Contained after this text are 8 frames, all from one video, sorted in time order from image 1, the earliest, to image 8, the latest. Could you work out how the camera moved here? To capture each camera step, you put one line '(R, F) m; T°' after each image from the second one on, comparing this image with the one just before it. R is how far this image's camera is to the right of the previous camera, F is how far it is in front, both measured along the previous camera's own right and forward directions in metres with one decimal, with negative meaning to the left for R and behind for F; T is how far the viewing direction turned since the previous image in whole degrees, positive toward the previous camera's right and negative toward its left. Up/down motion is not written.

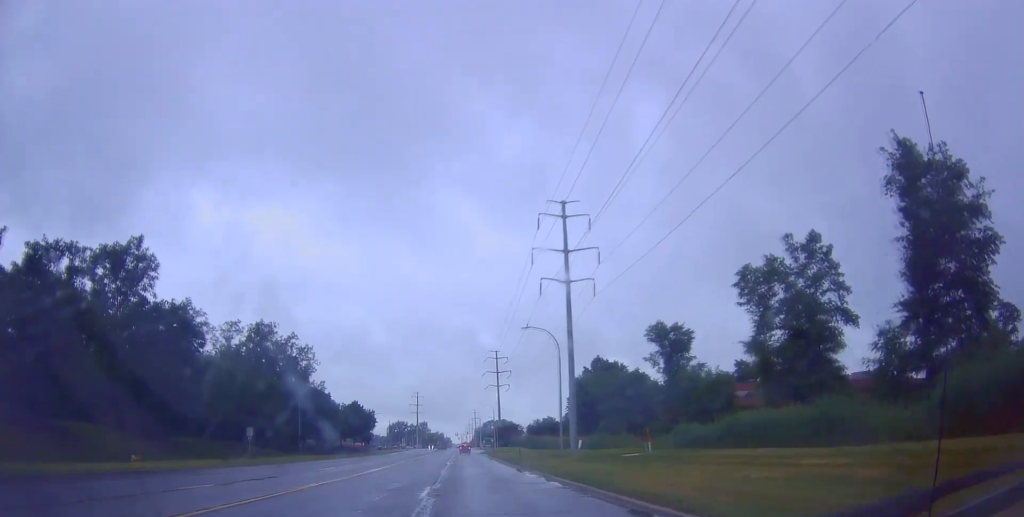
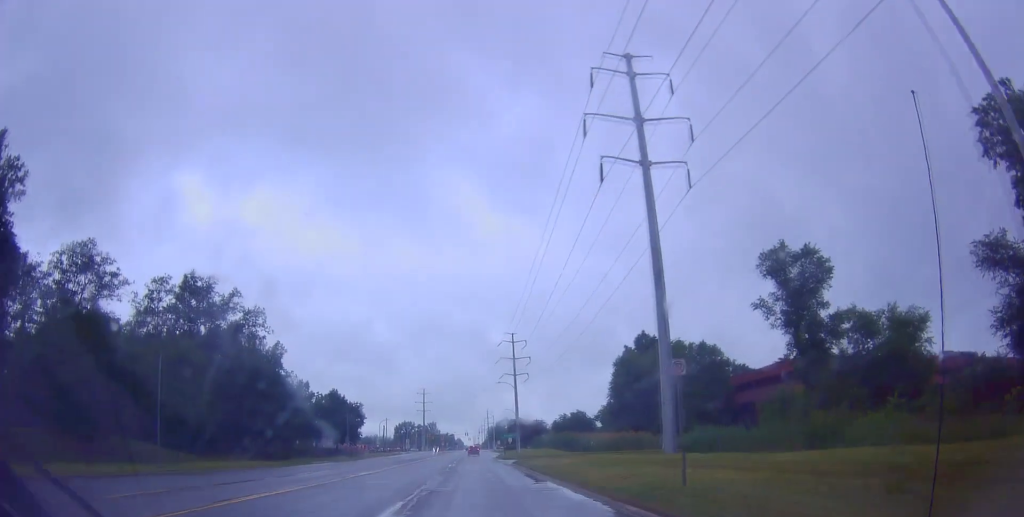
(+0.3, +35.4) m; -1°
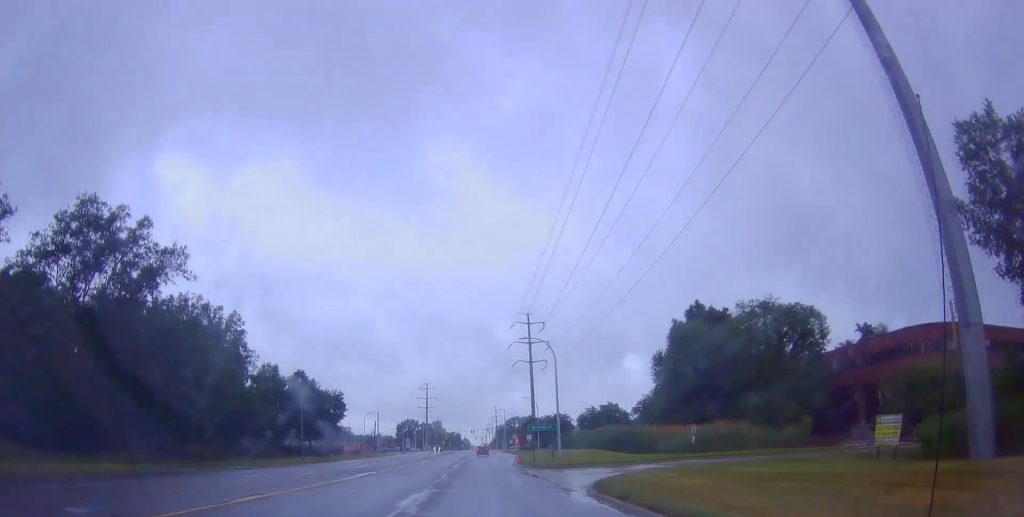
(-1.1, +29.8) m; -2°
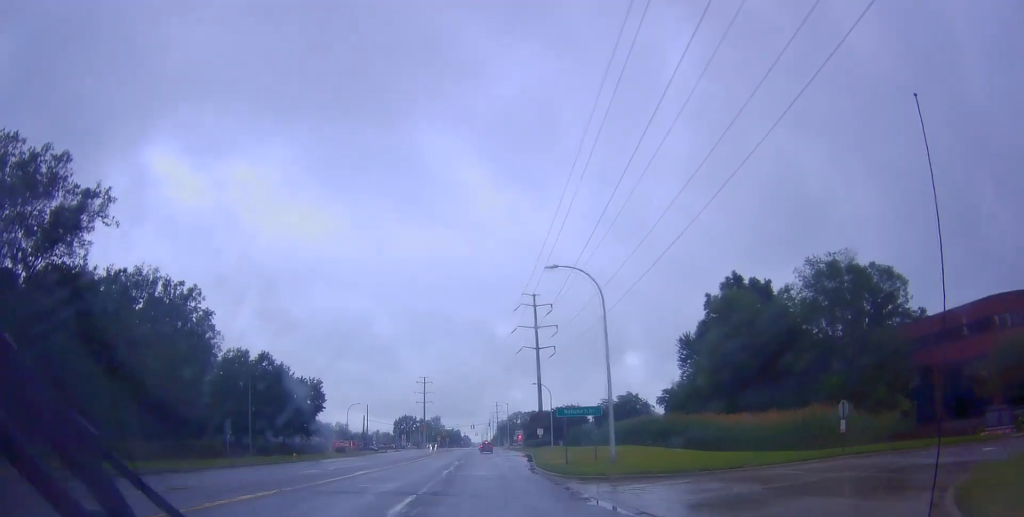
(+0.5, +17.0) m; +2°
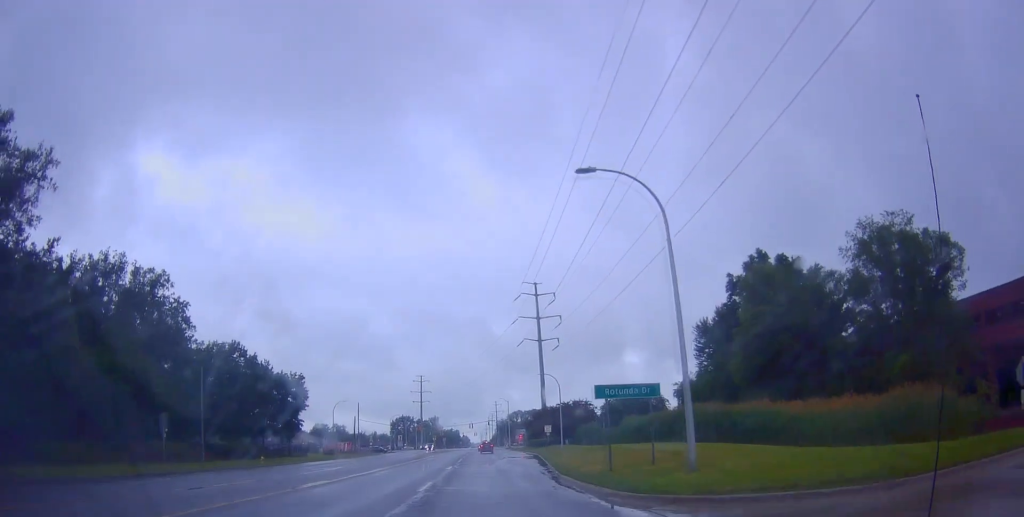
(+0.1, +10.0) m; -1°
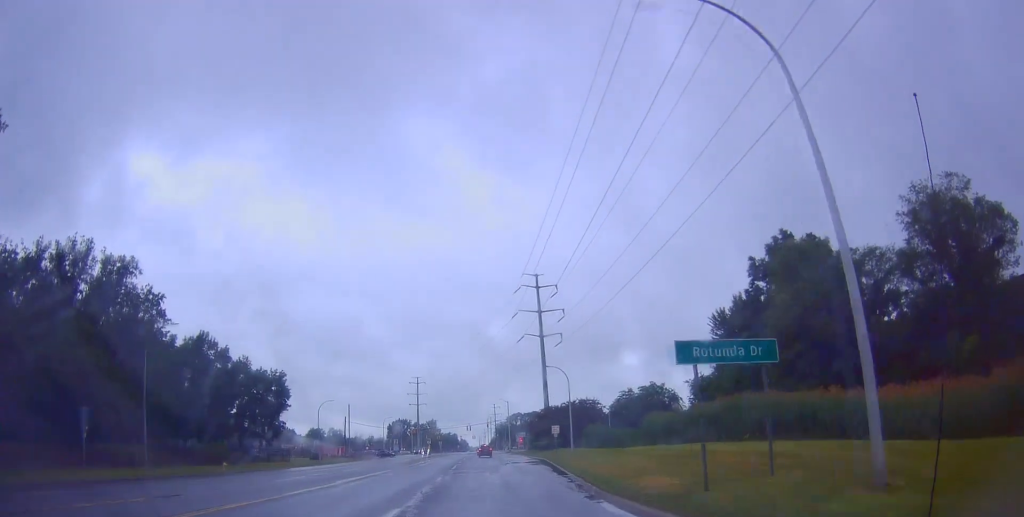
(-0.1, +8.6) m; -1°
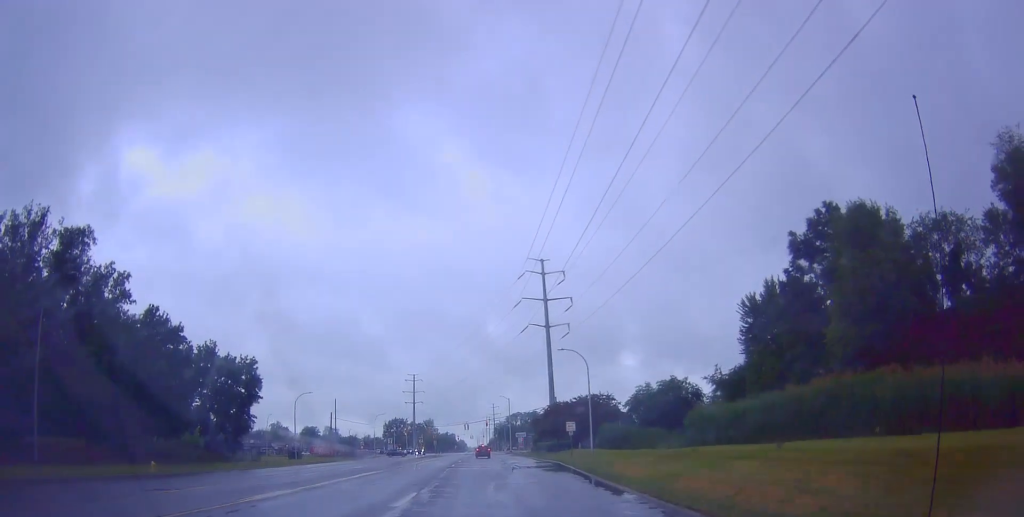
(-0.4, +11.7) m; 0°
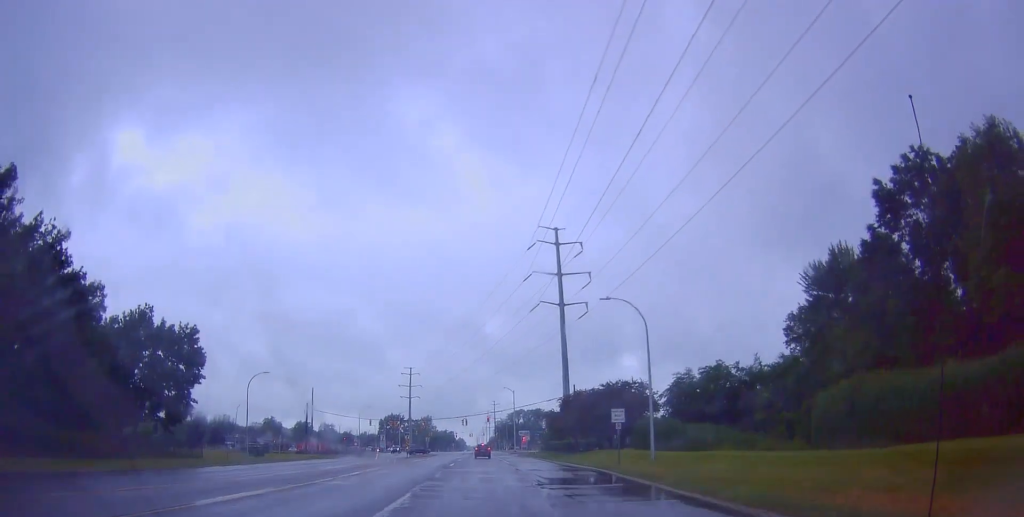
(+0.3, +18.0) m; -1°
